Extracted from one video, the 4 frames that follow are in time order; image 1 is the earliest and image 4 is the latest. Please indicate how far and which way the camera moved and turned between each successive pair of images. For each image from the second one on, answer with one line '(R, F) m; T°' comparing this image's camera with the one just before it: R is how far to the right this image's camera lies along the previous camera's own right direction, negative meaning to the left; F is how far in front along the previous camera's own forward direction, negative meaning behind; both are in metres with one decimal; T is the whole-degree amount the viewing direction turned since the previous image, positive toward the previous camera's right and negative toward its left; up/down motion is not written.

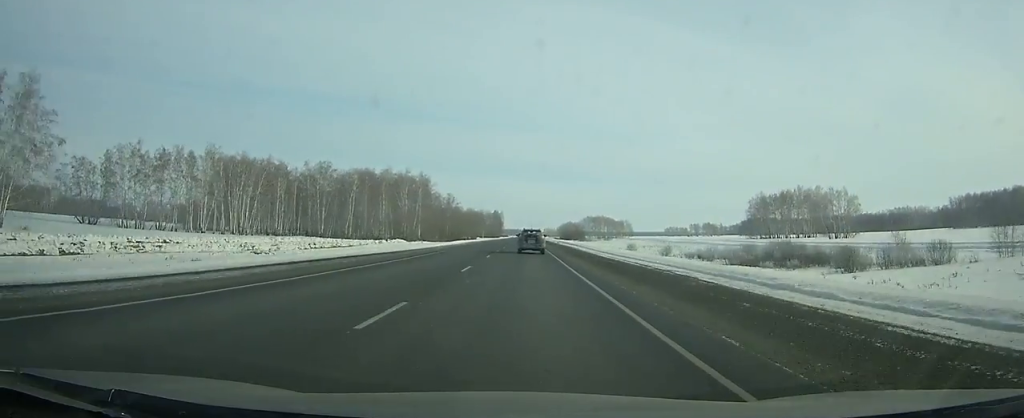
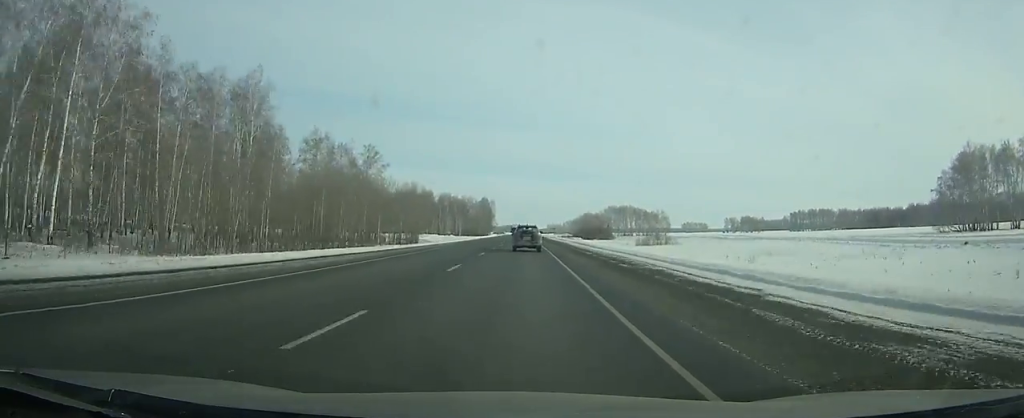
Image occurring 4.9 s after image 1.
(-0.3, +133.5) m; 0°
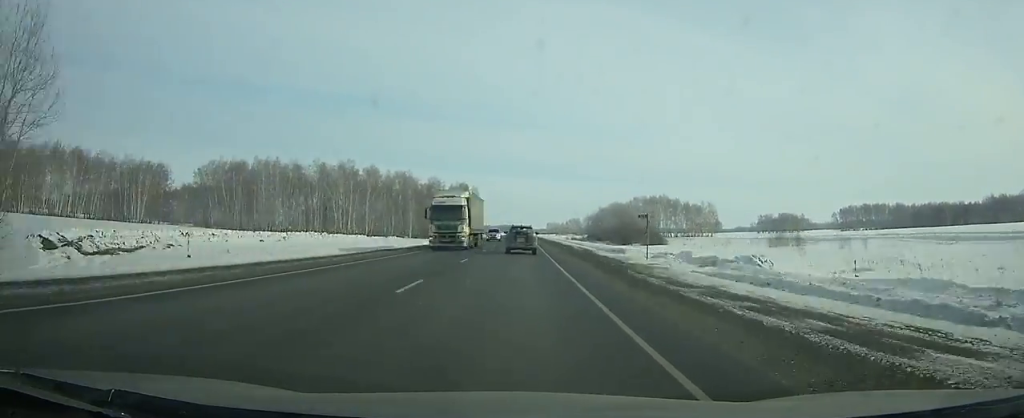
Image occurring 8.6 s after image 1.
(0.0, +102.1) m; 0°
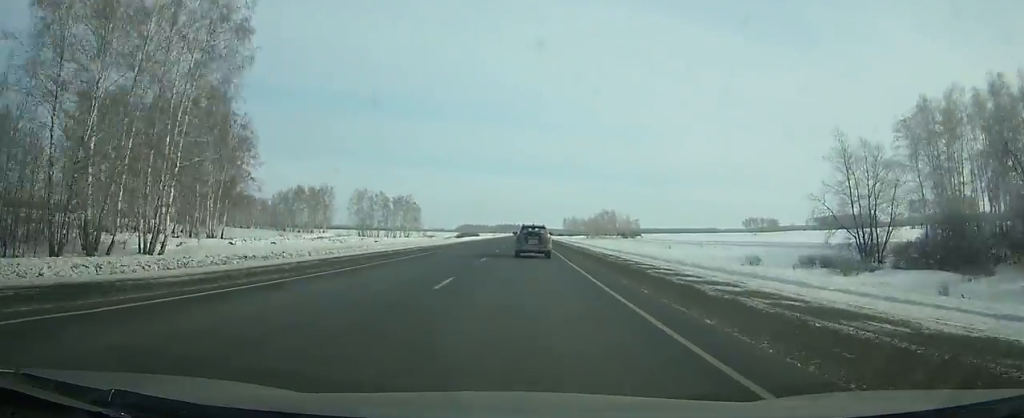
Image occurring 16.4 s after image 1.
(-0.3, +214.2) m; 0°
